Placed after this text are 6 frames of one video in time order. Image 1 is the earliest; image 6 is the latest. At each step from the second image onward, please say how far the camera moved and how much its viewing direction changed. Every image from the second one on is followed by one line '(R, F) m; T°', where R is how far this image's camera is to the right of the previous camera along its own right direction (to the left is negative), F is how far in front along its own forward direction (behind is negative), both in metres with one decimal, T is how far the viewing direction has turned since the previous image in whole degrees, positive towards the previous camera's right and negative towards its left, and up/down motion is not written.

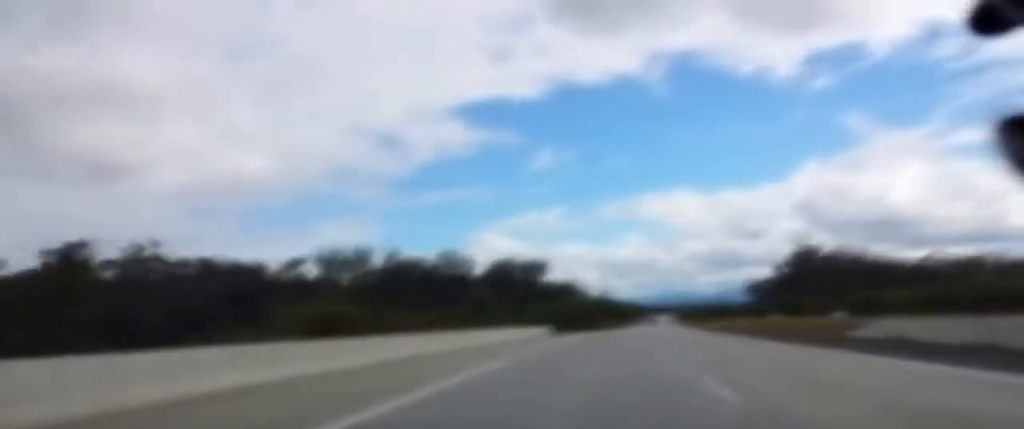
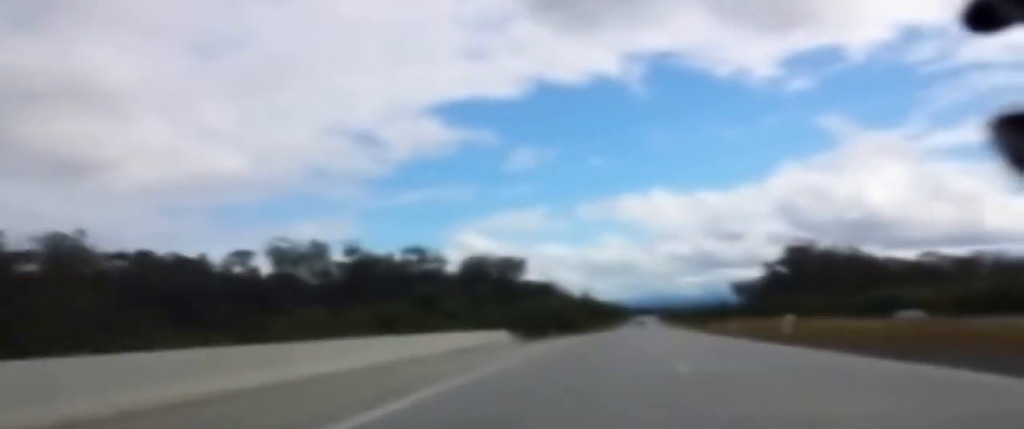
(+0.1, +18.2) m; +1°
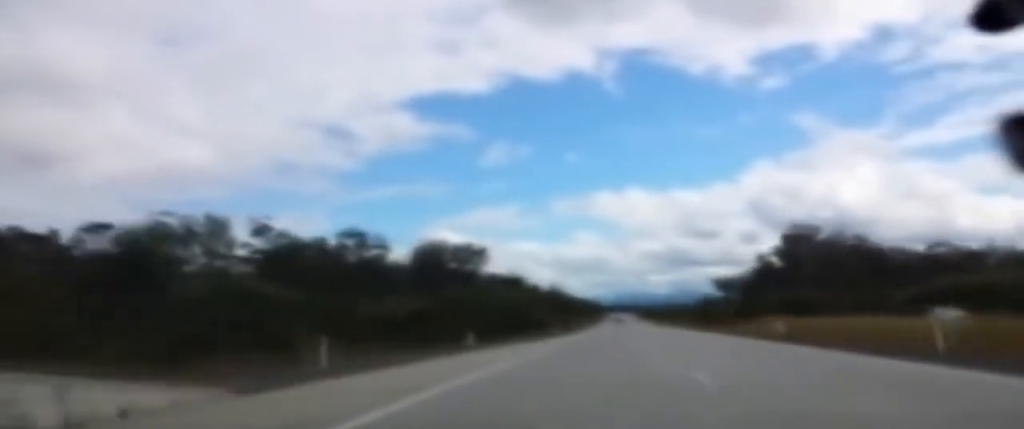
(+0.6, +38.5) m; +2°
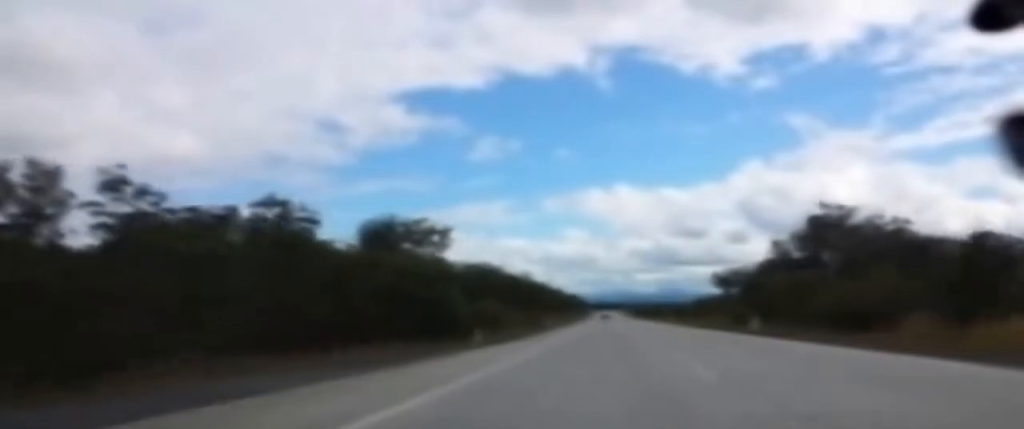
(+0.7, +46.6) m; +2°
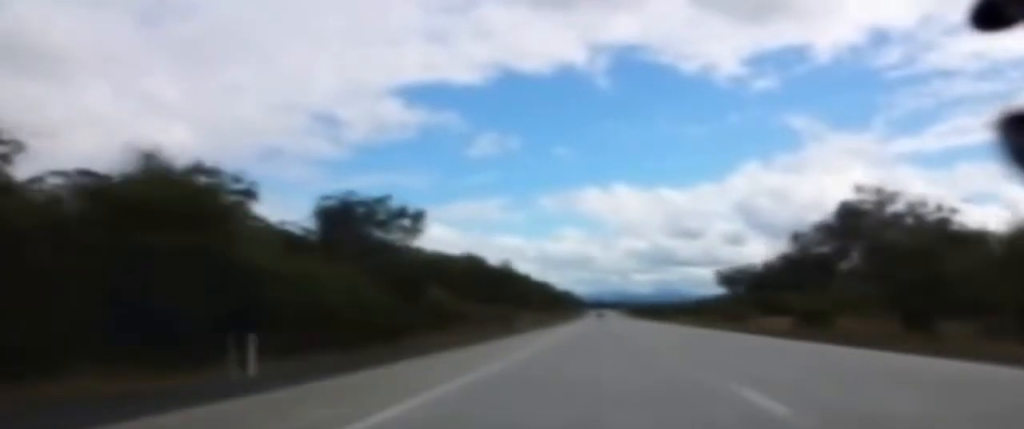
(+0.2, +29.4) m; +1°
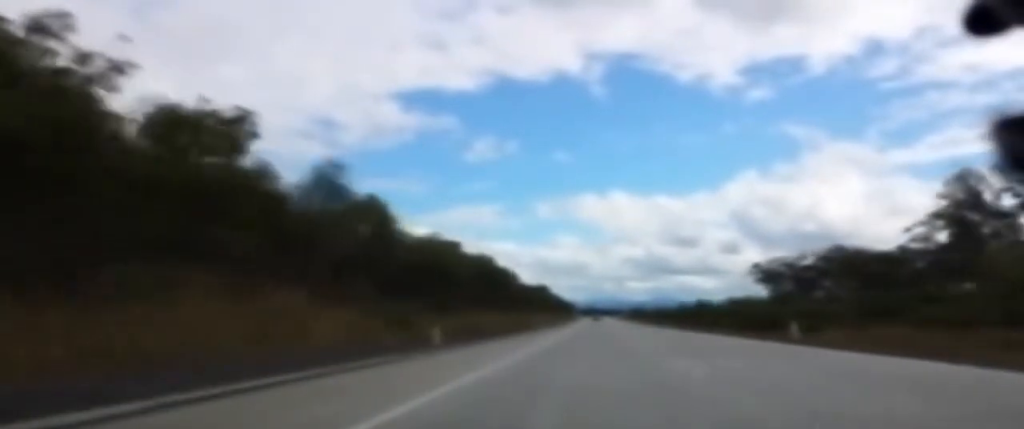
(+0.2, +99.9) m; +1°
